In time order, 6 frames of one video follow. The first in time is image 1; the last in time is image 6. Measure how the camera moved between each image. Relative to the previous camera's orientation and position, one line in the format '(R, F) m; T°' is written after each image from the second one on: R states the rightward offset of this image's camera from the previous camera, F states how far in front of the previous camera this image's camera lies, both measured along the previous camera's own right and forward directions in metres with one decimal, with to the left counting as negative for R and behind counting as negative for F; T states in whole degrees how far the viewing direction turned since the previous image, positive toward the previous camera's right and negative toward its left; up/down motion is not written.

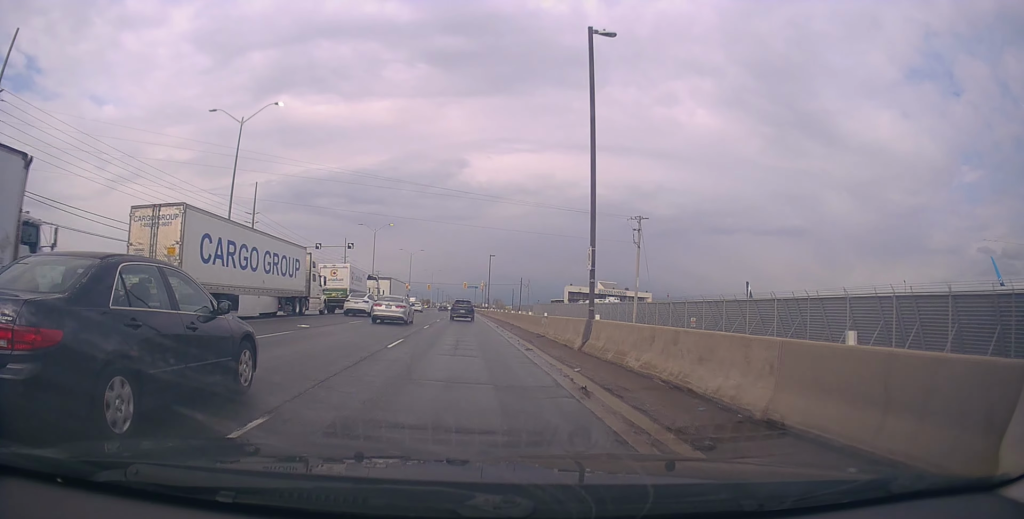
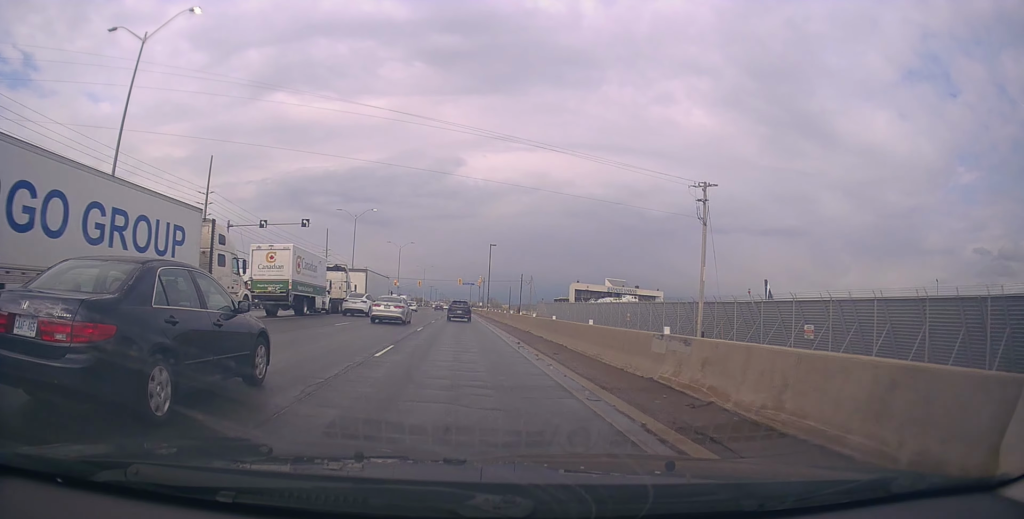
(-0.2, +14.8) m; +1°
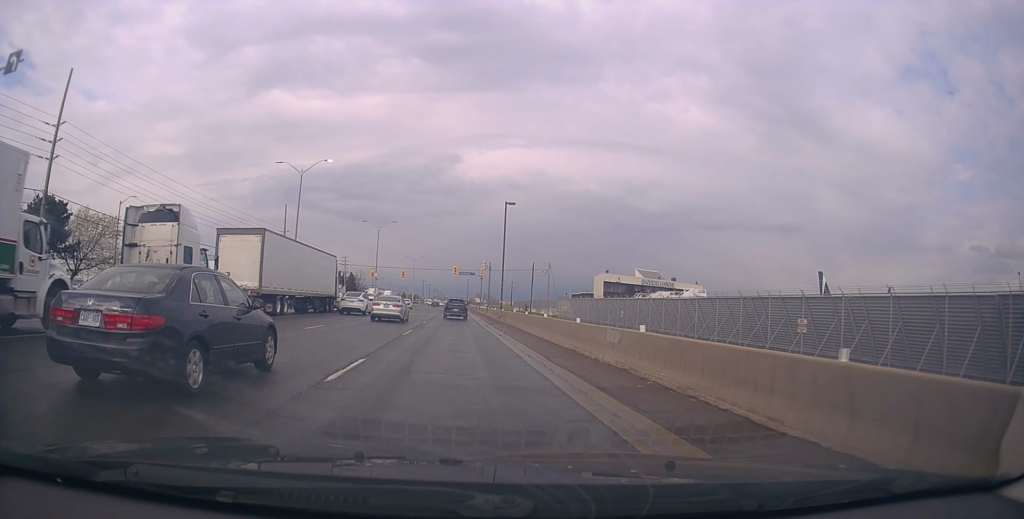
(+0.9, +28.2) m; +1°
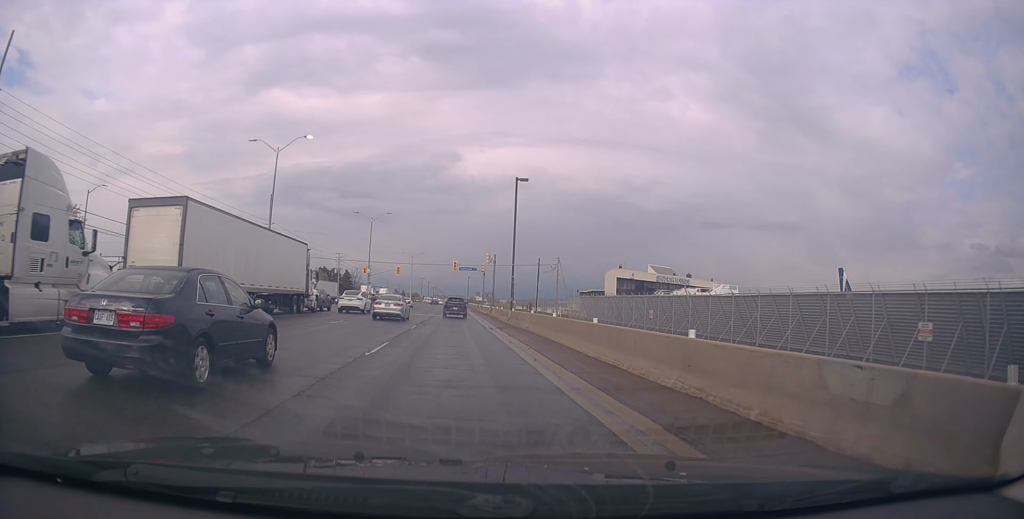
(-0.4, +8.2) m; 0°
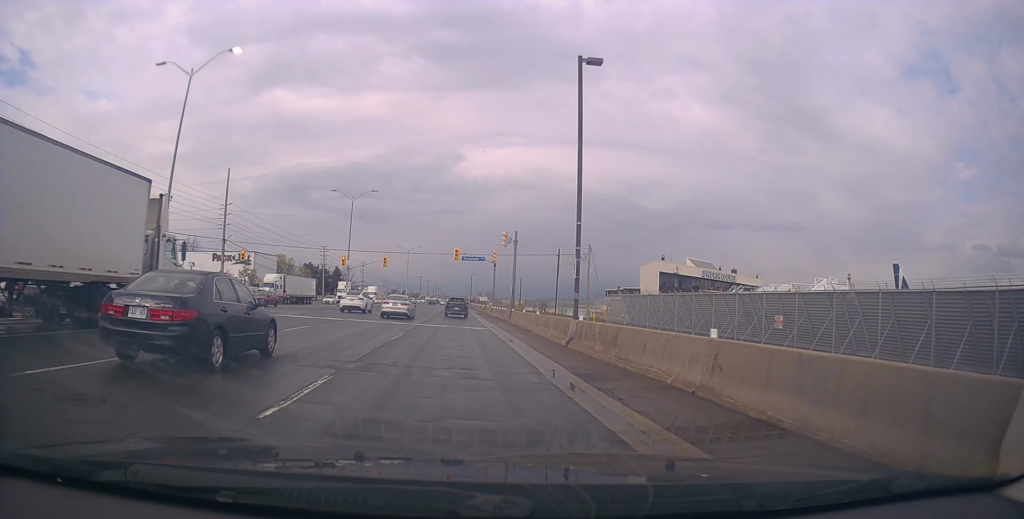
(+0.4, +18.9) m; 0°
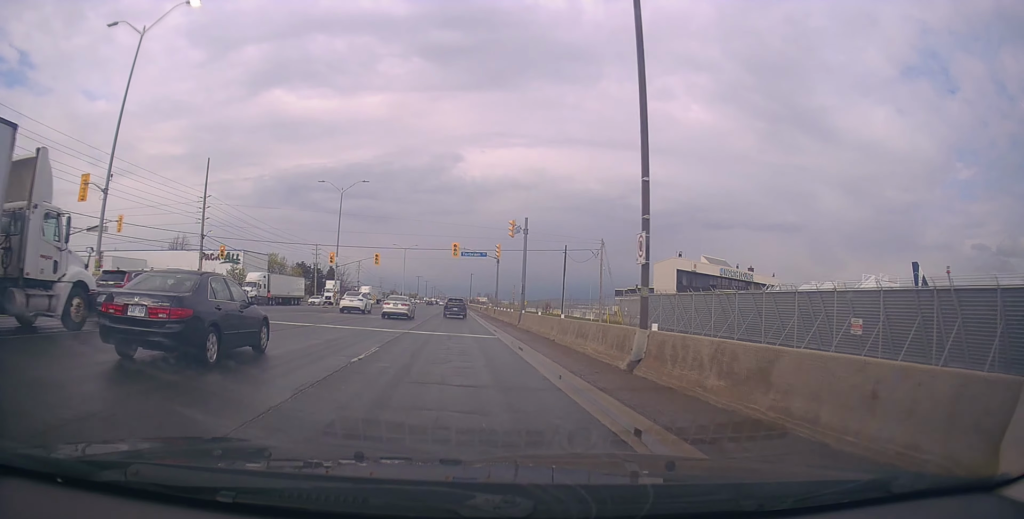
(-0.3, +6.1) m; -1°
